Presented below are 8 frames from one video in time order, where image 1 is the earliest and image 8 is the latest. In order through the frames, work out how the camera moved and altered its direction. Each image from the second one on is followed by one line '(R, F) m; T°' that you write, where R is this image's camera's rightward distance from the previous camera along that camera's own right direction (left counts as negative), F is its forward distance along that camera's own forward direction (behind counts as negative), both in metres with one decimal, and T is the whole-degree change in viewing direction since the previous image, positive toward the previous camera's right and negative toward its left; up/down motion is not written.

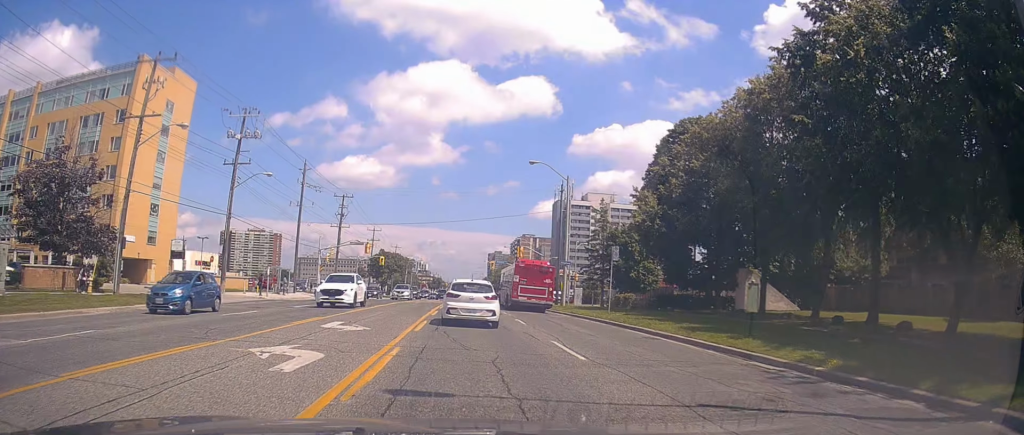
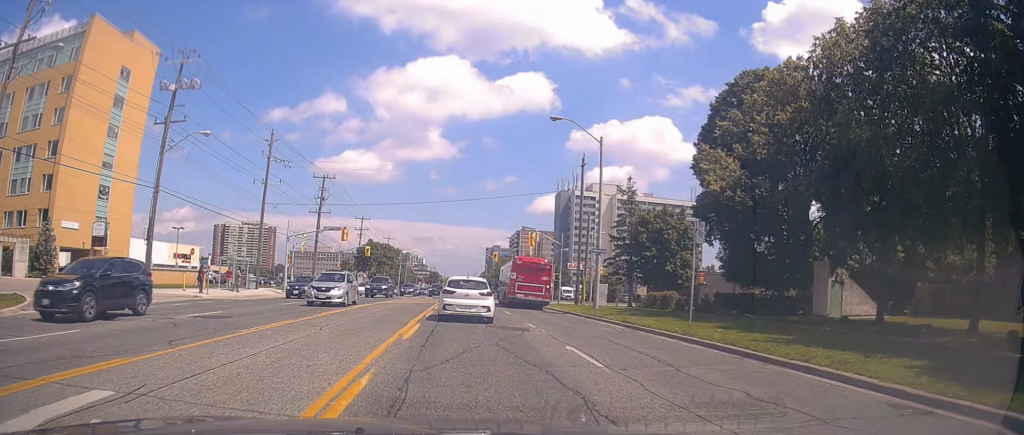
(-0.9, +8.3) m; -4°
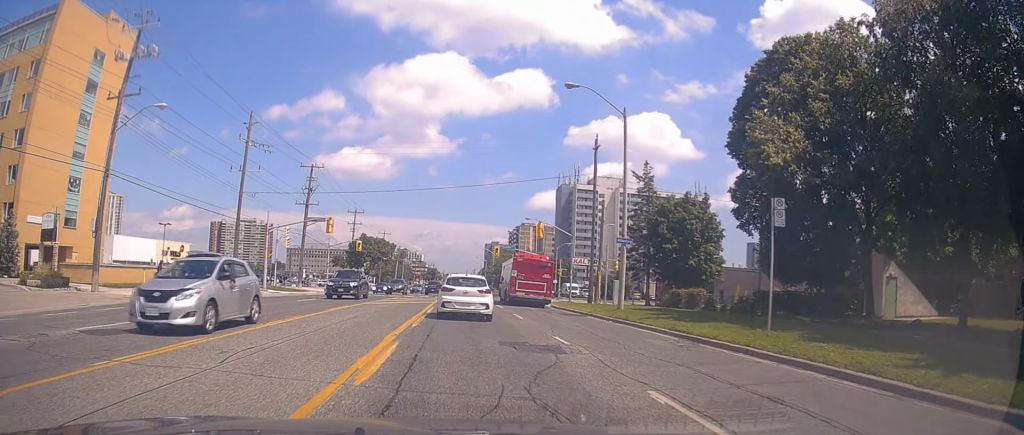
(0.0, +4.3) m; +3°
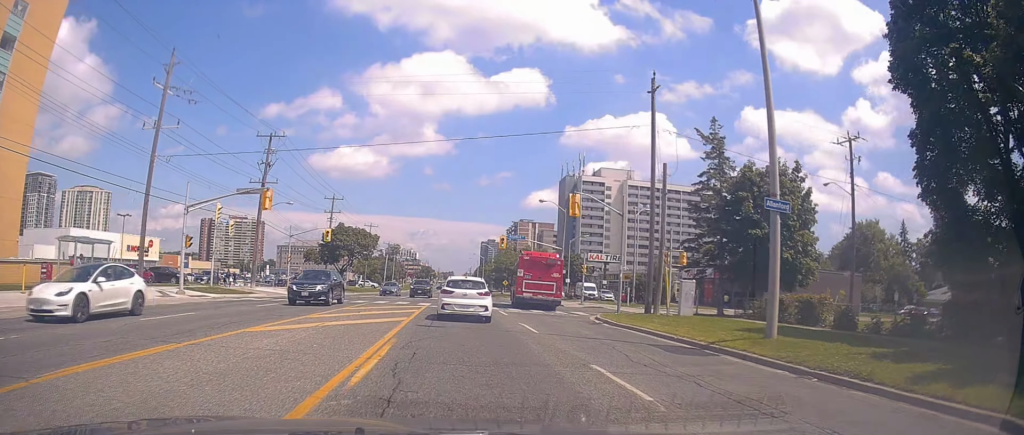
(+0.5, +12.6) m; 0°
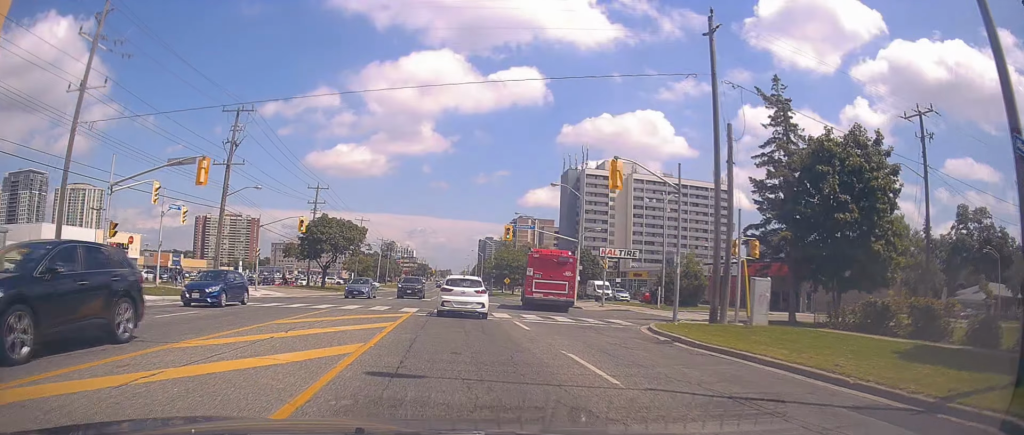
(+0.1, +7.7) m; -1°
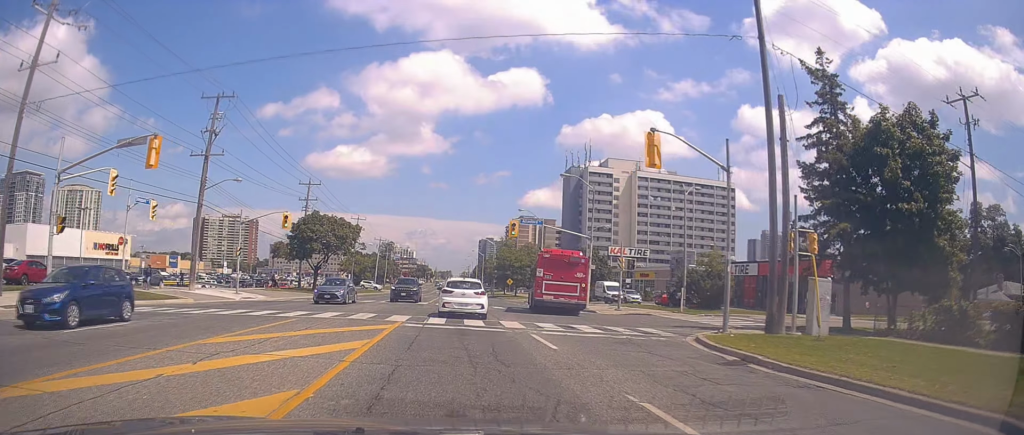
(-0.1, +4.1) m; 0°
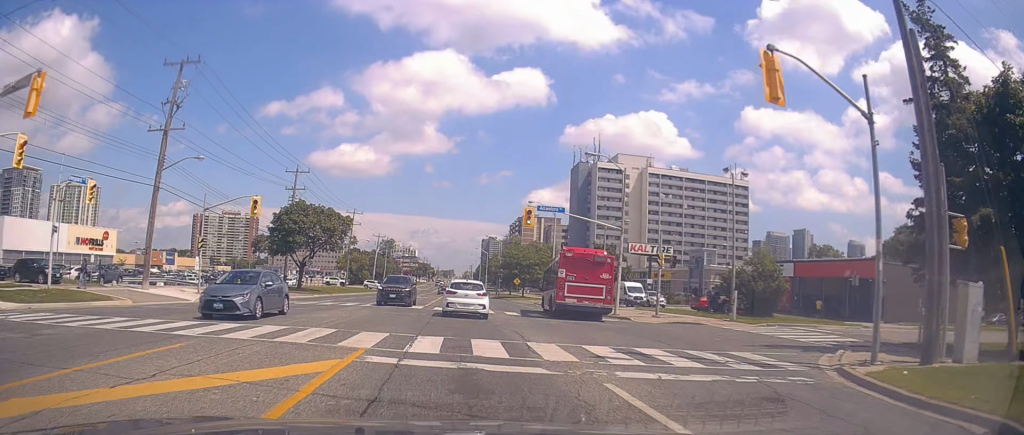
(-0.2, +6.5) m; +1°
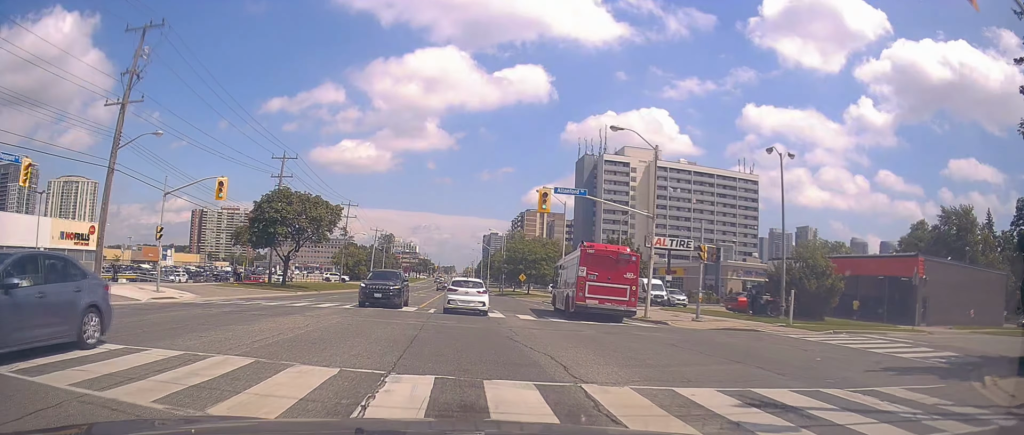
(+0.2, +4.9) m; +2°
